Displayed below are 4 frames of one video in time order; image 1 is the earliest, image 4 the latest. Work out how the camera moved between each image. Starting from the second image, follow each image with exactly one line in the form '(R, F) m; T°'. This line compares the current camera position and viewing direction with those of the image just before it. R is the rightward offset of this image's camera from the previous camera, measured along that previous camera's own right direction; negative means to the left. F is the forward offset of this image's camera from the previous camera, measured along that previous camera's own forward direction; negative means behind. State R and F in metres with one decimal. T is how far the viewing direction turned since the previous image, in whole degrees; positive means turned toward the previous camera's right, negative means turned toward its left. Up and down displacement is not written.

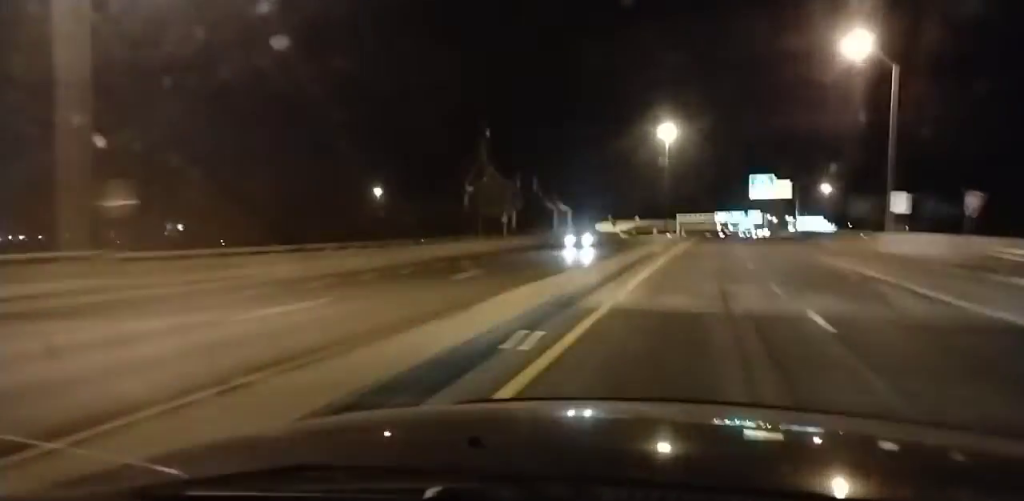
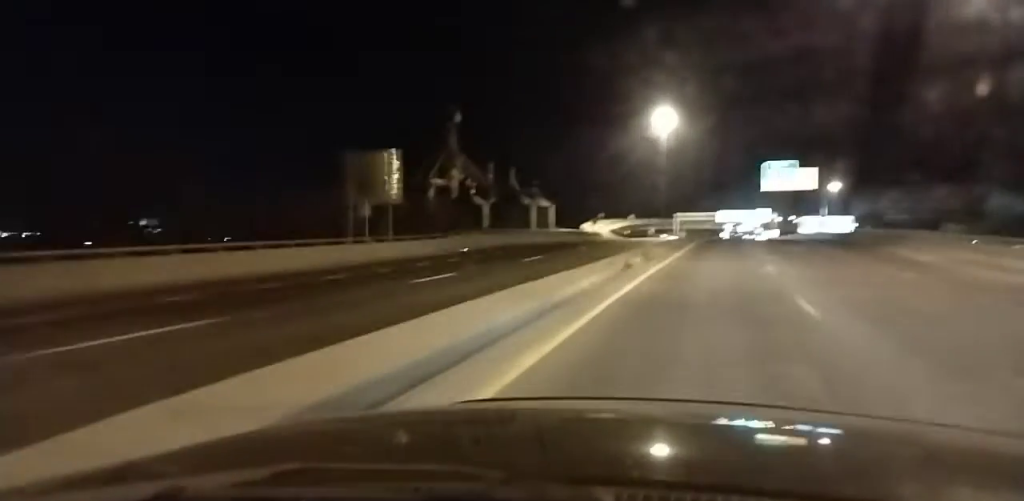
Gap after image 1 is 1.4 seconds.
(-0.2, +29.8) m; -1°
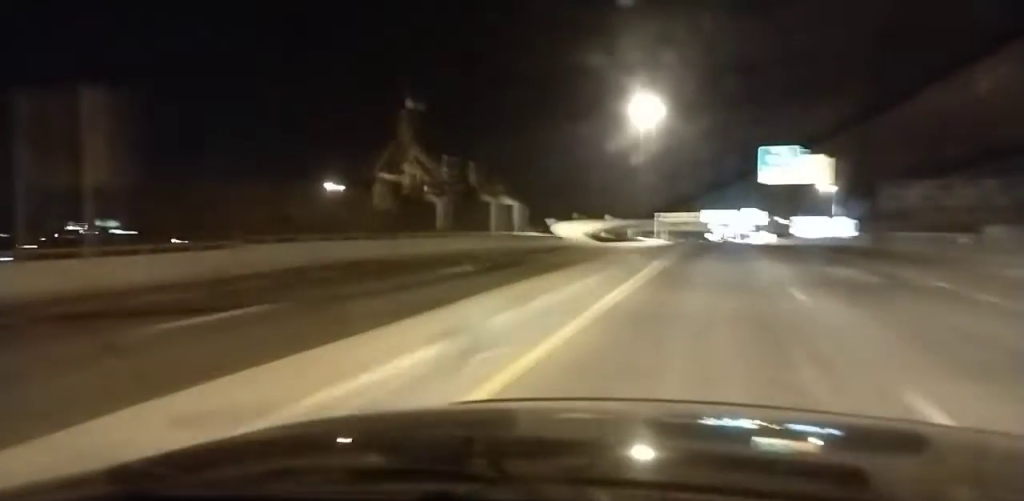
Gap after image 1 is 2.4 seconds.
(0.0, +21.2) m; 0°
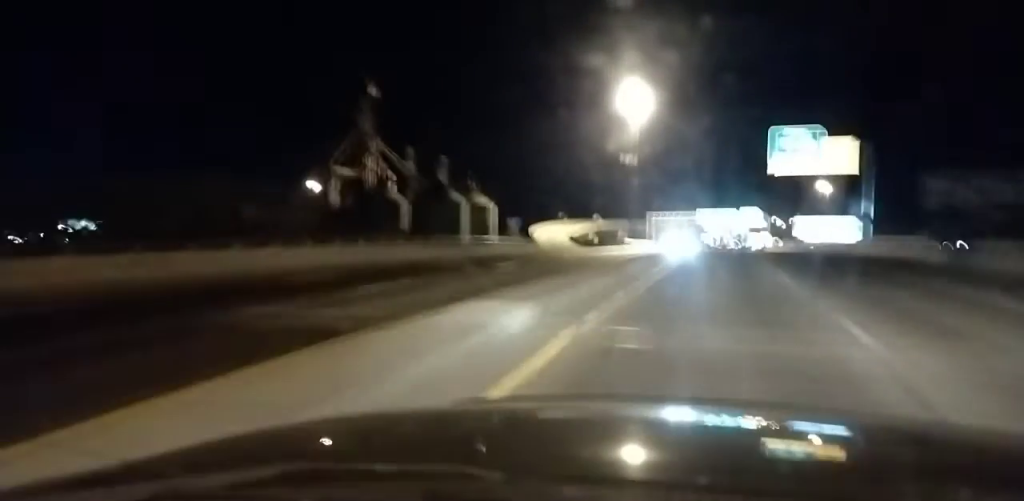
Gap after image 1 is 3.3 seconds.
(+0.1, +19.0) m; 0°
